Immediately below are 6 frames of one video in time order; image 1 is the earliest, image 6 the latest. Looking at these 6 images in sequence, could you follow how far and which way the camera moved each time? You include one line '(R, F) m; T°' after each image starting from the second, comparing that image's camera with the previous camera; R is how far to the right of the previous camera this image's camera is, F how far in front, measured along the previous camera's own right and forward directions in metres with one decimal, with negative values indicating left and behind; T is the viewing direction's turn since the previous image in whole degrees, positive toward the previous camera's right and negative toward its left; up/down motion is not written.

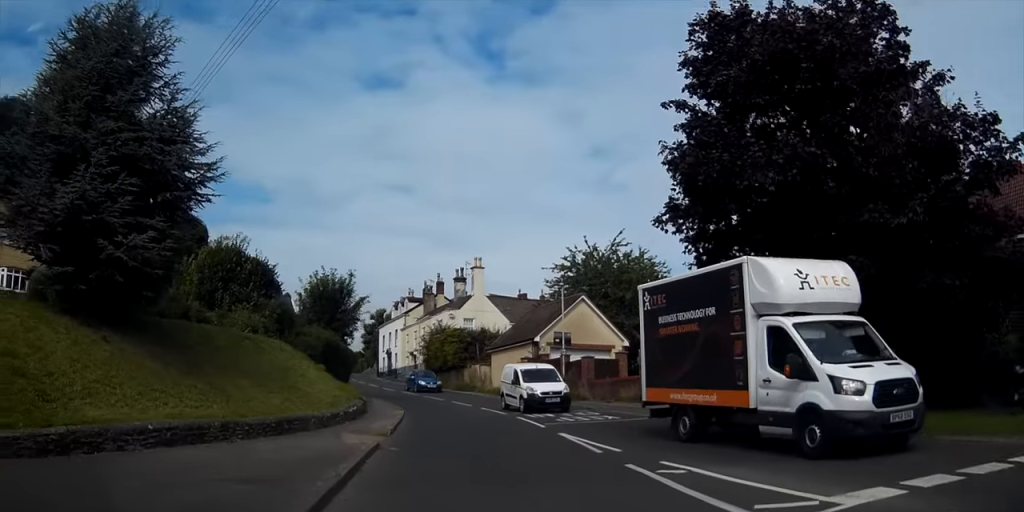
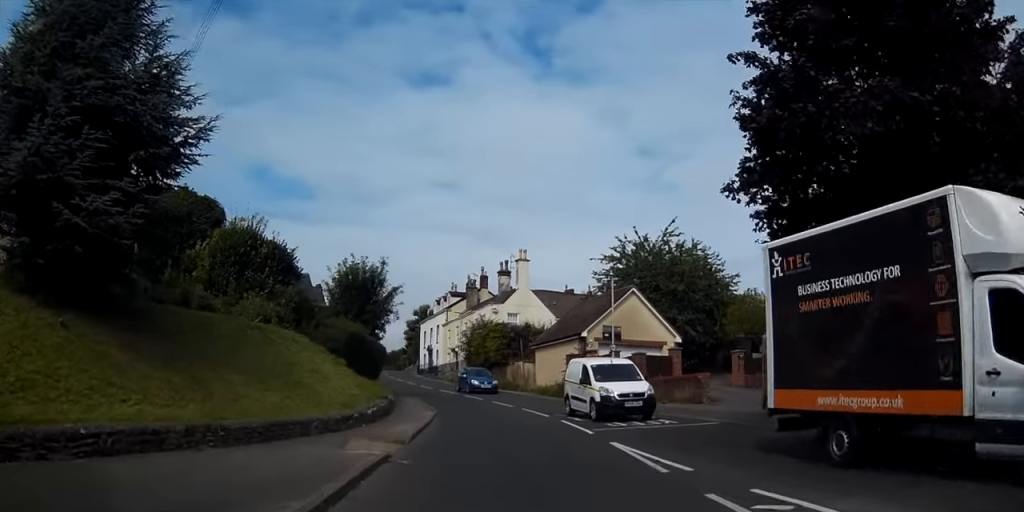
(-0.2, +2.9) m; -4°
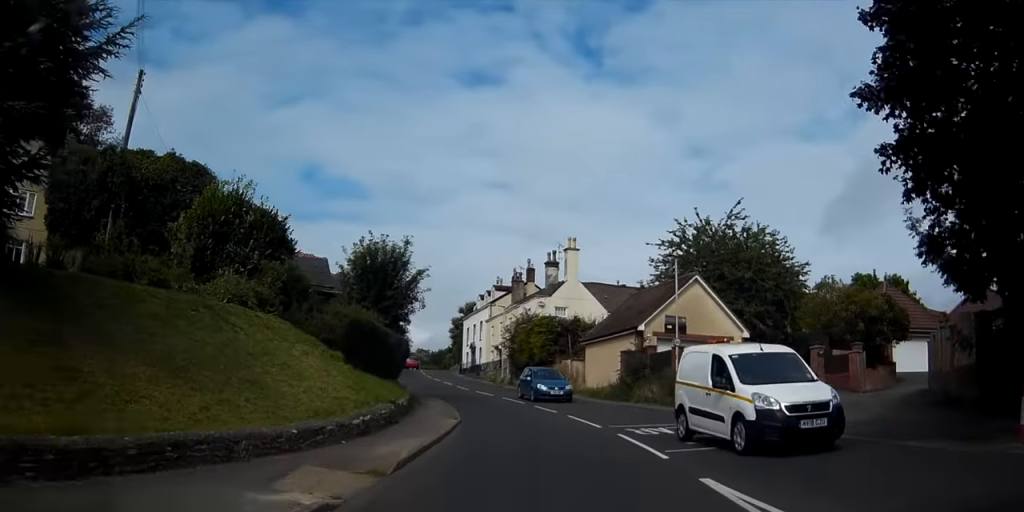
(0.0, +5.2) m; 0°
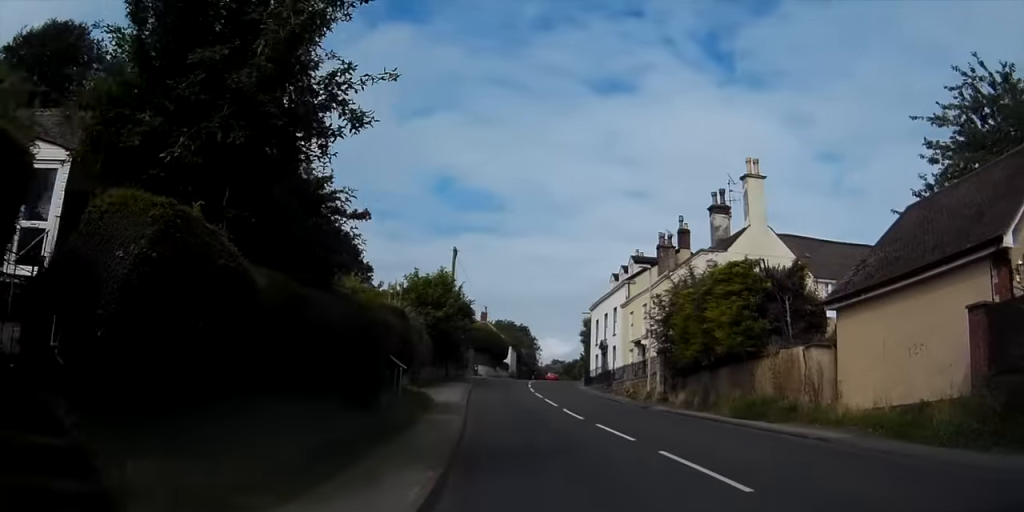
(-2.7, +22.3) m; -13°
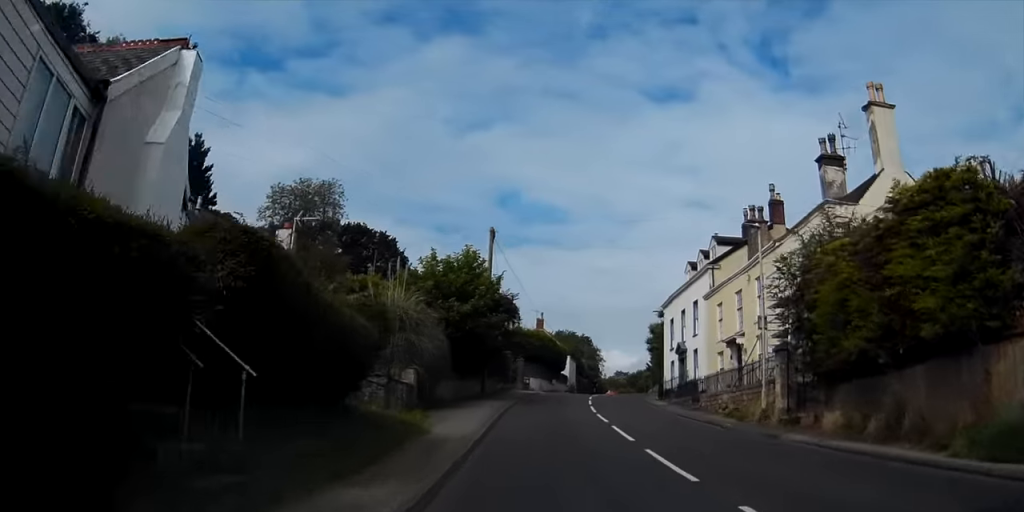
(-0.3, +10.6) m; -4°
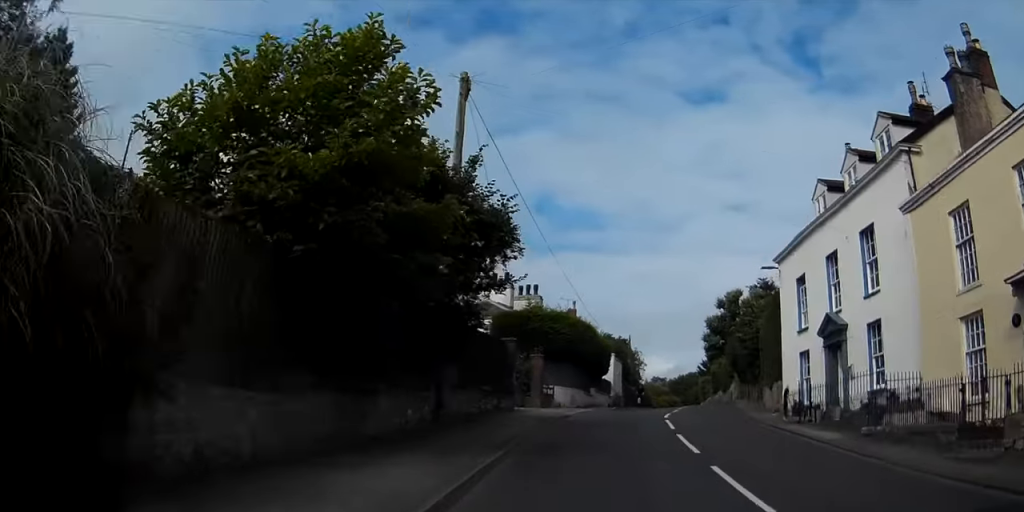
(-0.9, +20.2) m; -1°
